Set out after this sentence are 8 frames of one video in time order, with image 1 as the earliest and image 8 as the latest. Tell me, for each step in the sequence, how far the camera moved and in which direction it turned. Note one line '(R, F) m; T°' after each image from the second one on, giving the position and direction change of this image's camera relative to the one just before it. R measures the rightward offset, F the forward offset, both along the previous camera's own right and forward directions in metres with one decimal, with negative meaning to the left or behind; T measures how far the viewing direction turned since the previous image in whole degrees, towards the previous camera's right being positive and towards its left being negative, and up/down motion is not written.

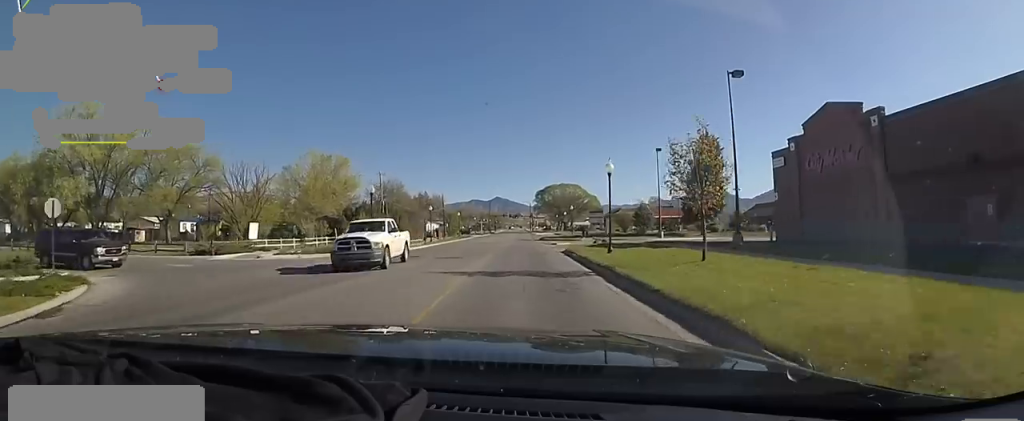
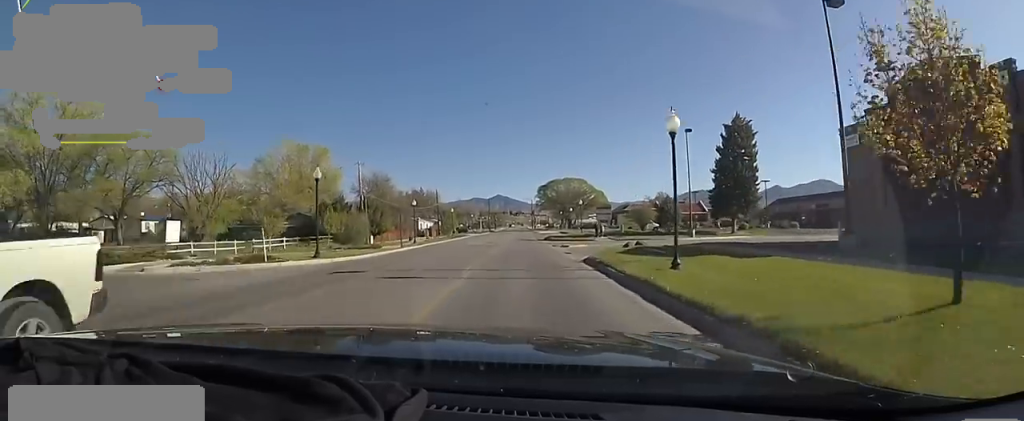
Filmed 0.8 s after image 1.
(0.0, +9.4) m; 0°
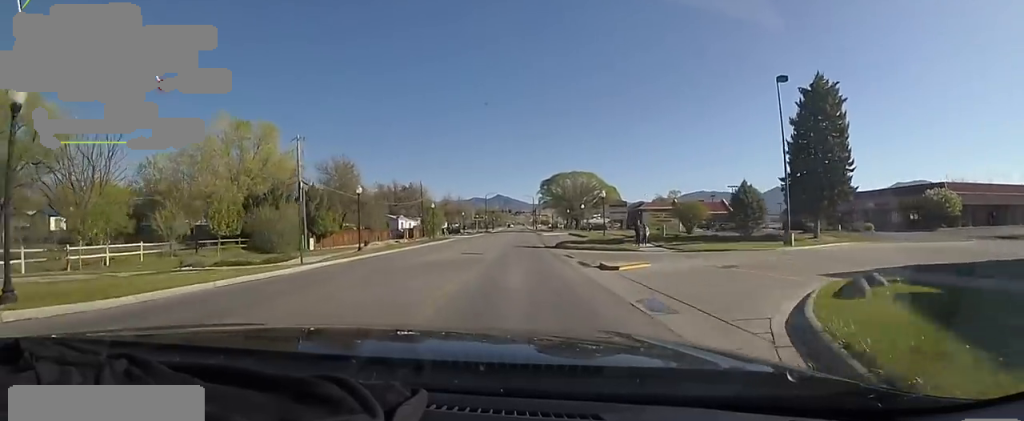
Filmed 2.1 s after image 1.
(0.0, +16.5) m; 0°
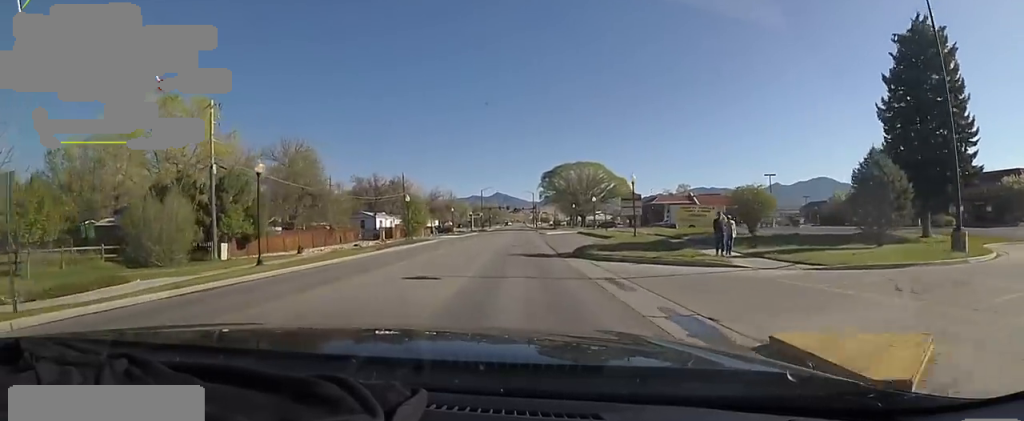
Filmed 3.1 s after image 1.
(0.0, +12.4) m; 0°
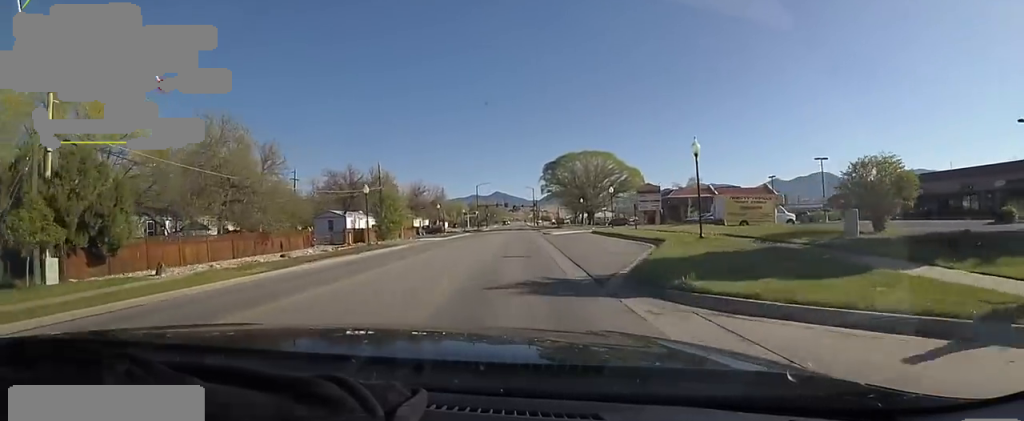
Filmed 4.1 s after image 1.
(0.0, +12.0) m; -4°
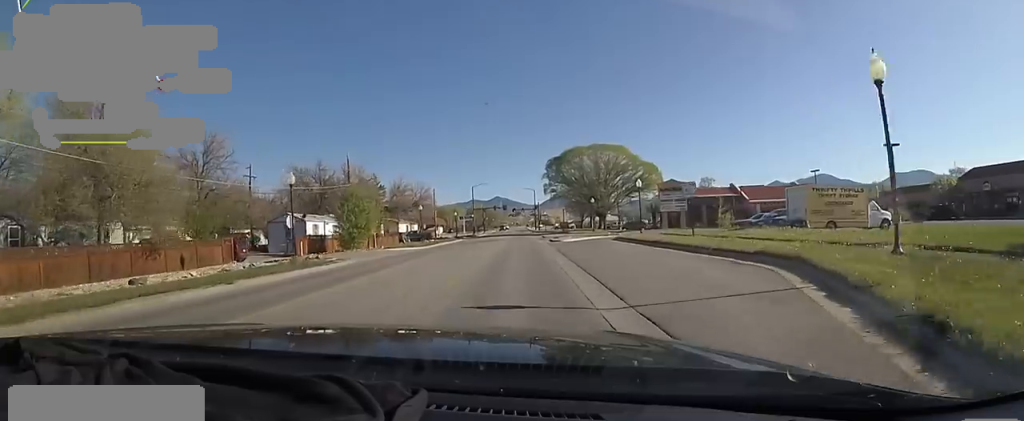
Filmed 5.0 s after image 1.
(-0.7, +11.1) m; -2°
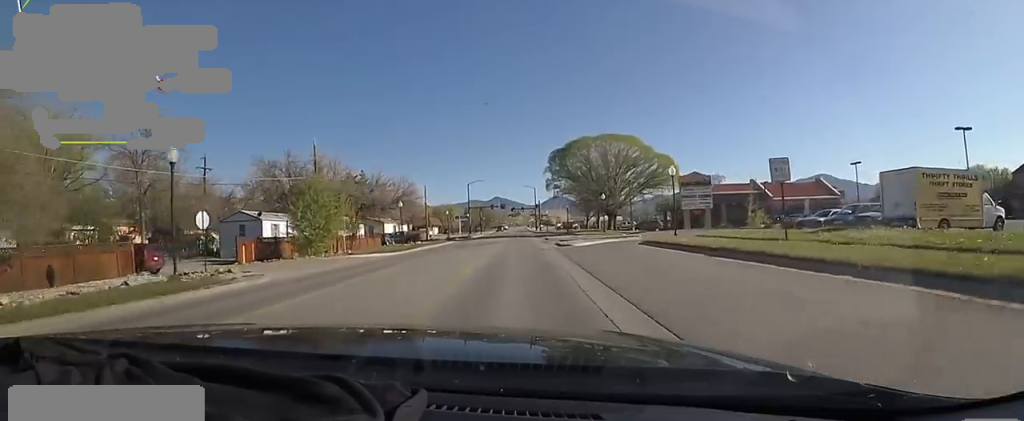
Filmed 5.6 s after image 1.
(-0.1, +8.3) m; +2°
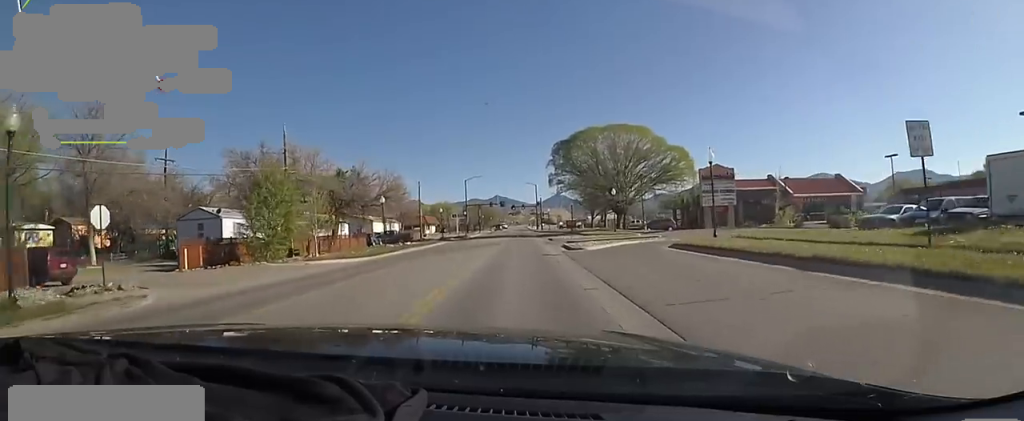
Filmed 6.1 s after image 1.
(+0.4, +5.8) m; +3°
